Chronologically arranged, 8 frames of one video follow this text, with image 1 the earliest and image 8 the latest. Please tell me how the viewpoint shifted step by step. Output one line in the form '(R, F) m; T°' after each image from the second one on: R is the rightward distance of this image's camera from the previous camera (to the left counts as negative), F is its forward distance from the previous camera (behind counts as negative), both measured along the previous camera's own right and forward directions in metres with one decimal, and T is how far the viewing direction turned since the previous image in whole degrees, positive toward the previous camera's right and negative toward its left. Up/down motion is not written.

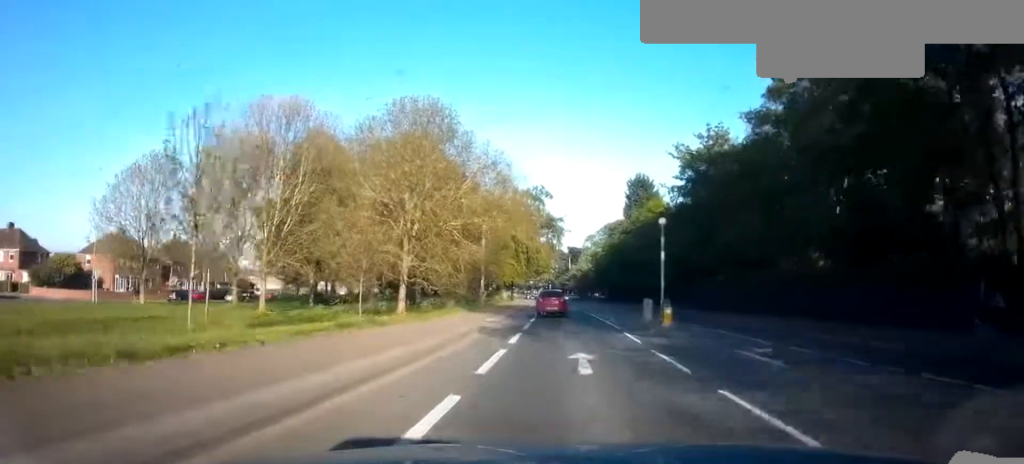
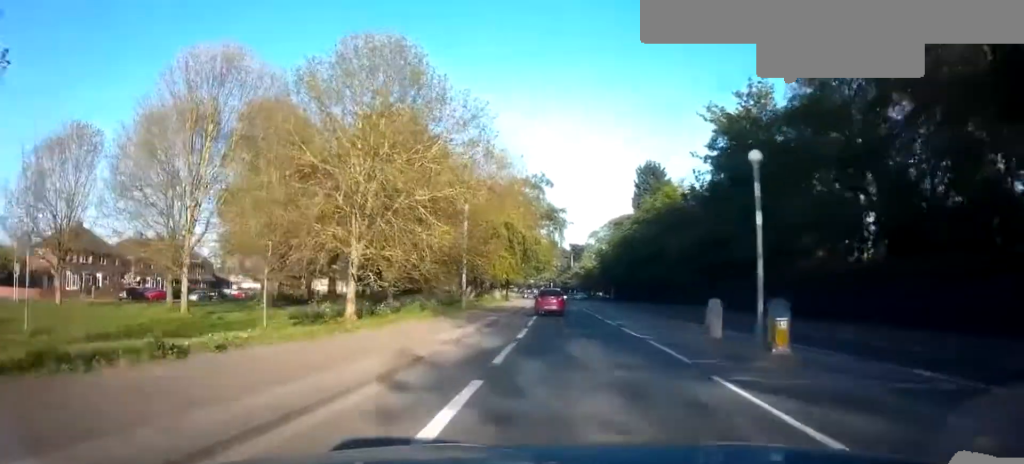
(0.0, +9.7) m; 0°
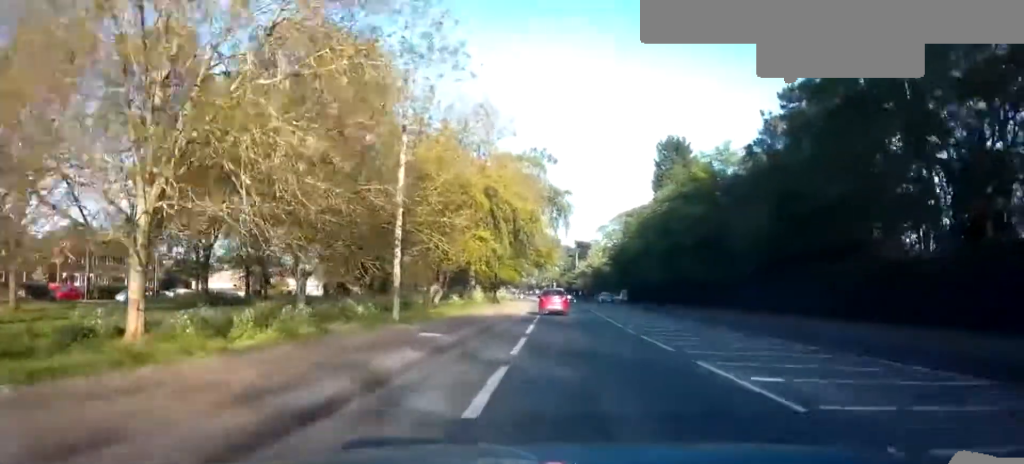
(+0.2, +15.7) m; +2°
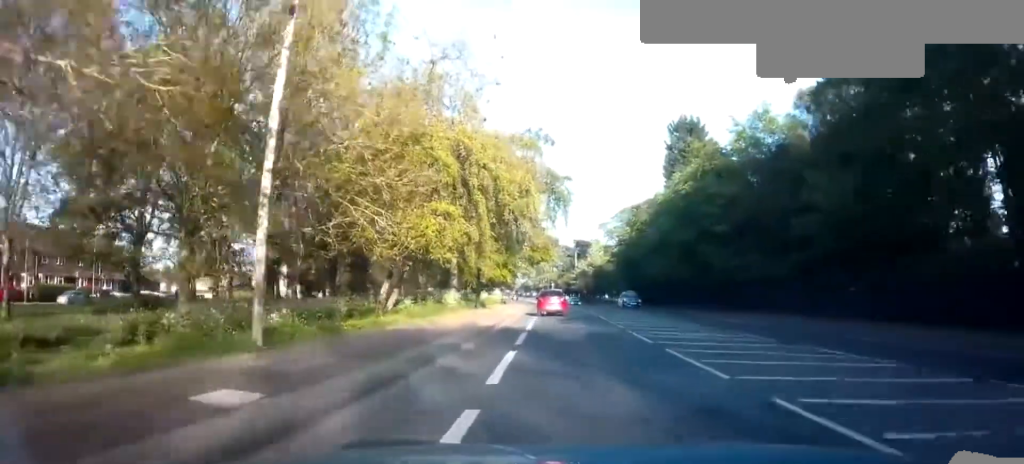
(+0.3, +9.3) m; 0°
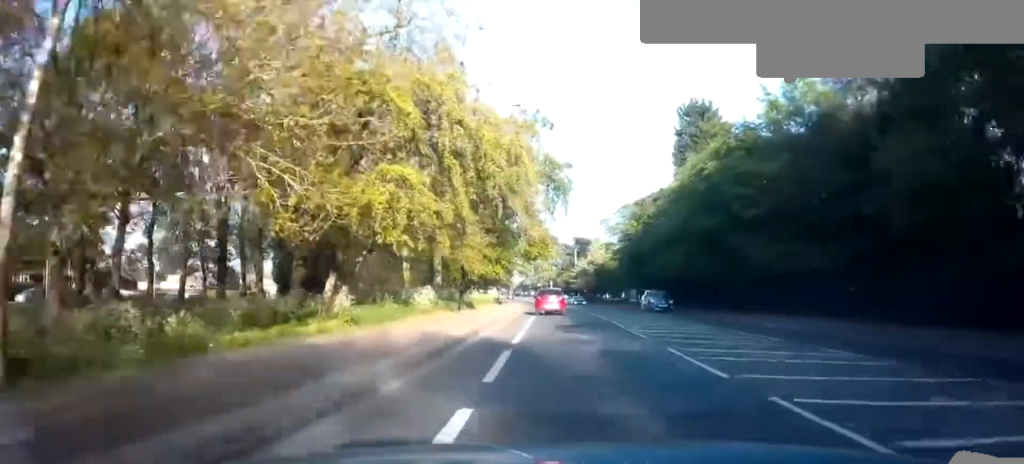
(-0.2, +6.1) m; +1°
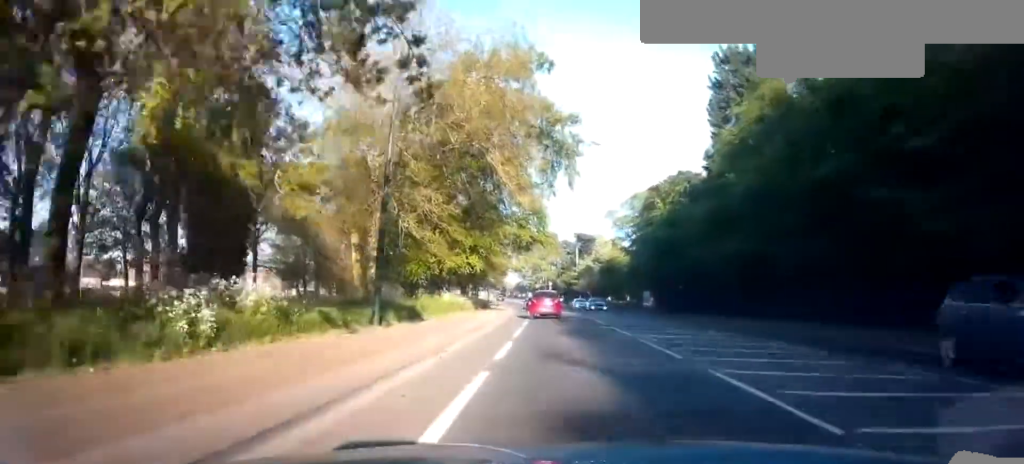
(+0.3, +14.9) m; +2°
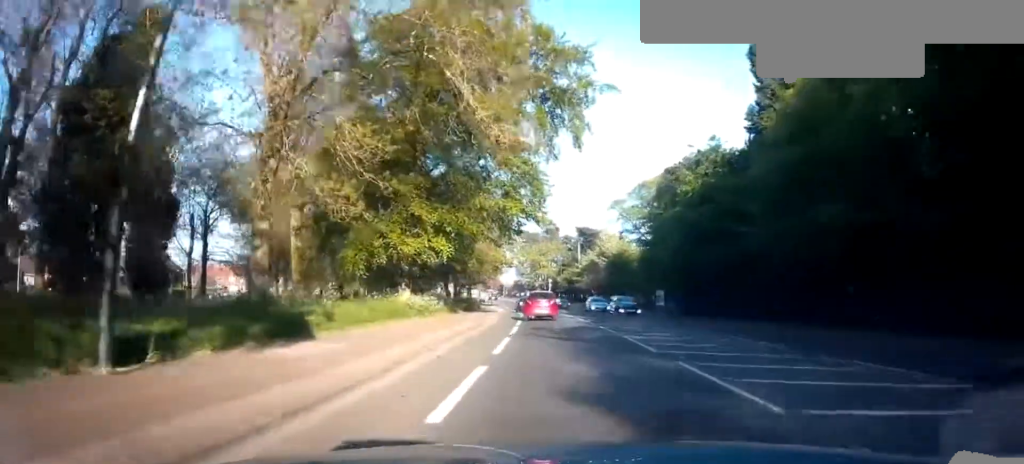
(+0.1, +10.6) m; 0°
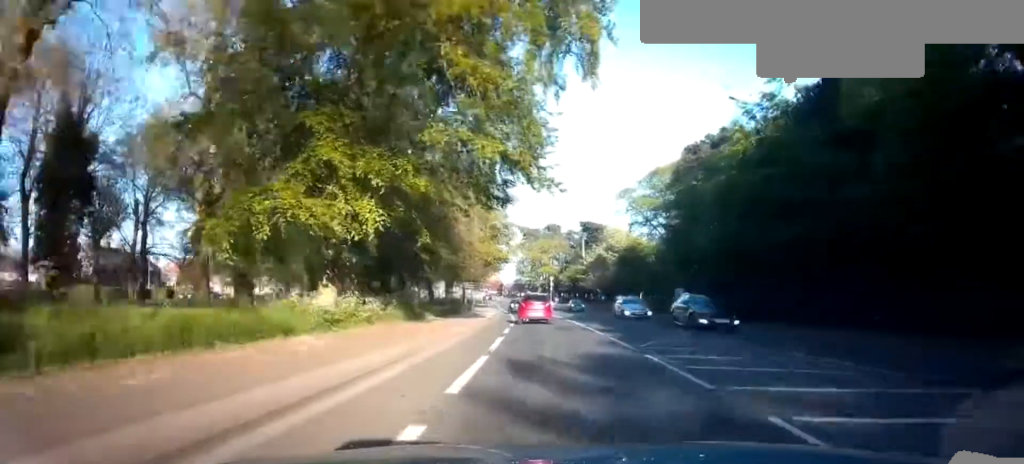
(-0.2, +10.1) m; -2°
